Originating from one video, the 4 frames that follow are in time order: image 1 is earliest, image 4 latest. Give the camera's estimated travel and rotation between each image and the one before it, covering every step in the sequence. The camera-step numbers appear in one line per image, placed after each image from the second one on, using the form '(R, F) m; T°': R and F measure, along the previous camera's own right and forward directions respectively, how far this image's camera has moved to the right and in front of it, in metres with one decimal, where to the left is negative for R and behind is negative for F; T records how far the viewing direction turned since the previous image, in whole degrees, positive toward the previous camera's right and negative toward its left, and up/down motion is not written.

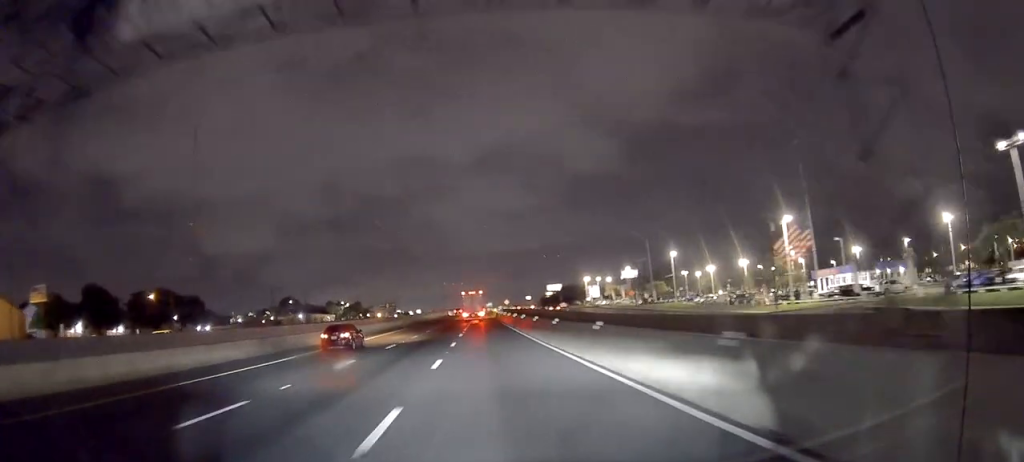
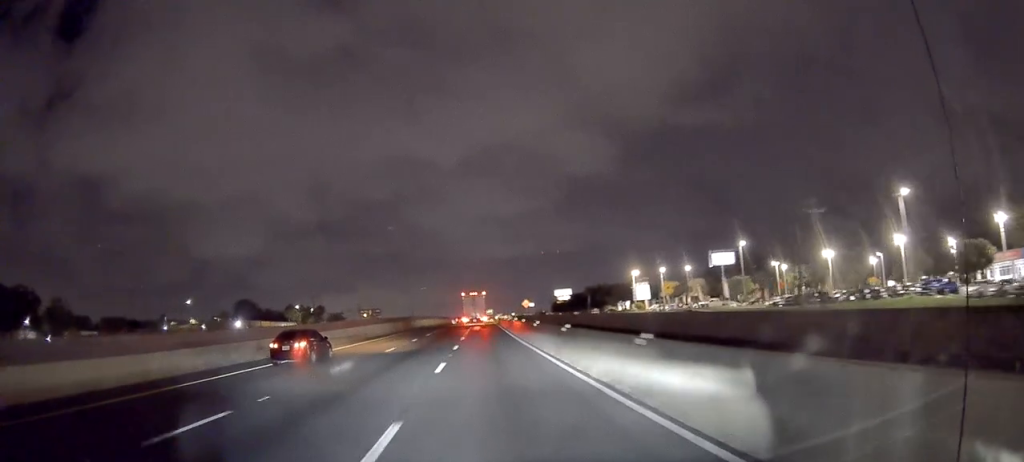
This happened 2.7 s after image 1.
(+0.7, +72.4) m; +1°
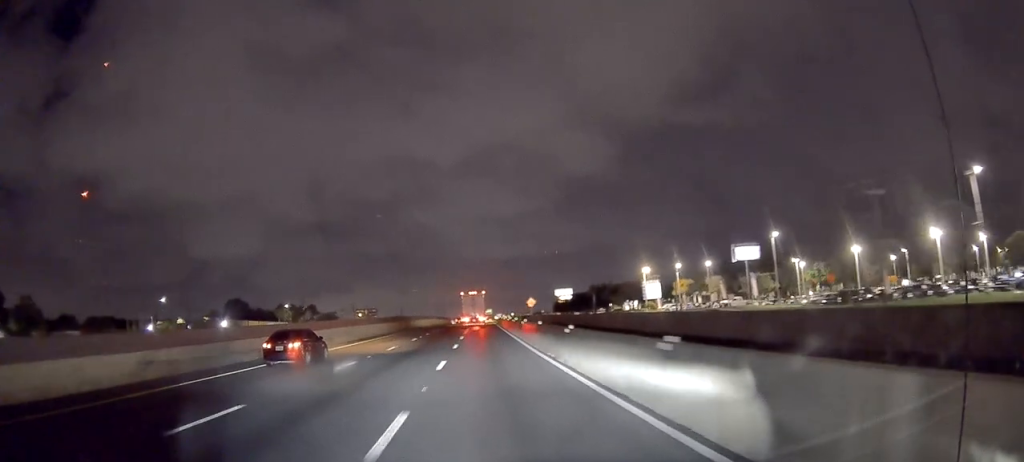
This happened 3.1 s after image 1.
(+0.1, +11.1) m; 0°
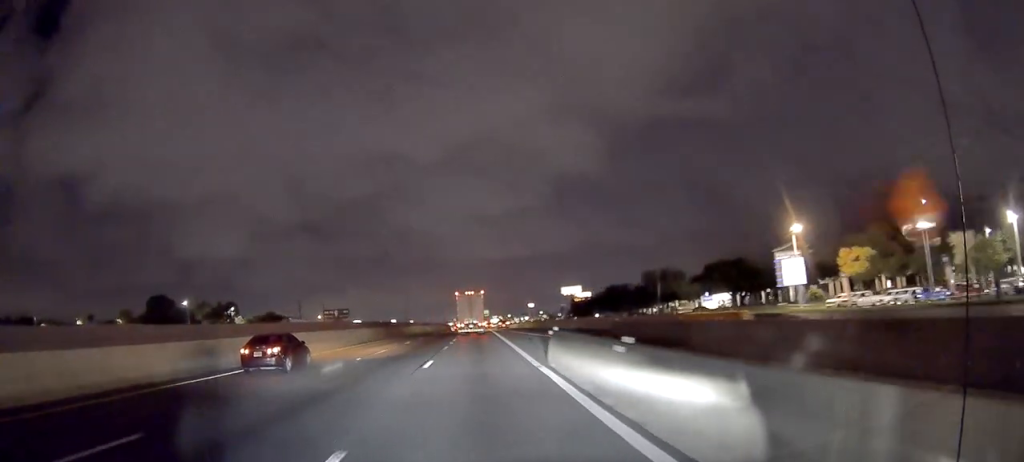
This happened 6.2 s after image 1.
(+0.1, +74.0) m; +2°
